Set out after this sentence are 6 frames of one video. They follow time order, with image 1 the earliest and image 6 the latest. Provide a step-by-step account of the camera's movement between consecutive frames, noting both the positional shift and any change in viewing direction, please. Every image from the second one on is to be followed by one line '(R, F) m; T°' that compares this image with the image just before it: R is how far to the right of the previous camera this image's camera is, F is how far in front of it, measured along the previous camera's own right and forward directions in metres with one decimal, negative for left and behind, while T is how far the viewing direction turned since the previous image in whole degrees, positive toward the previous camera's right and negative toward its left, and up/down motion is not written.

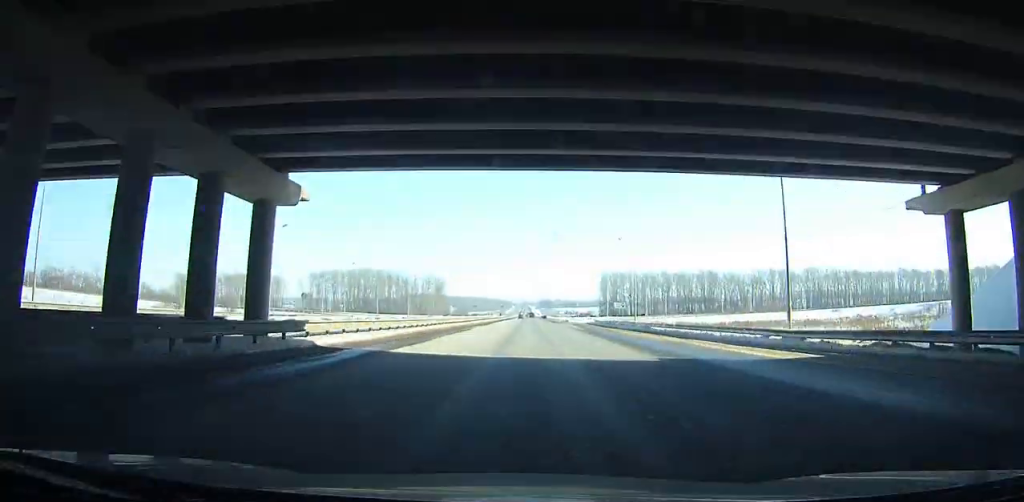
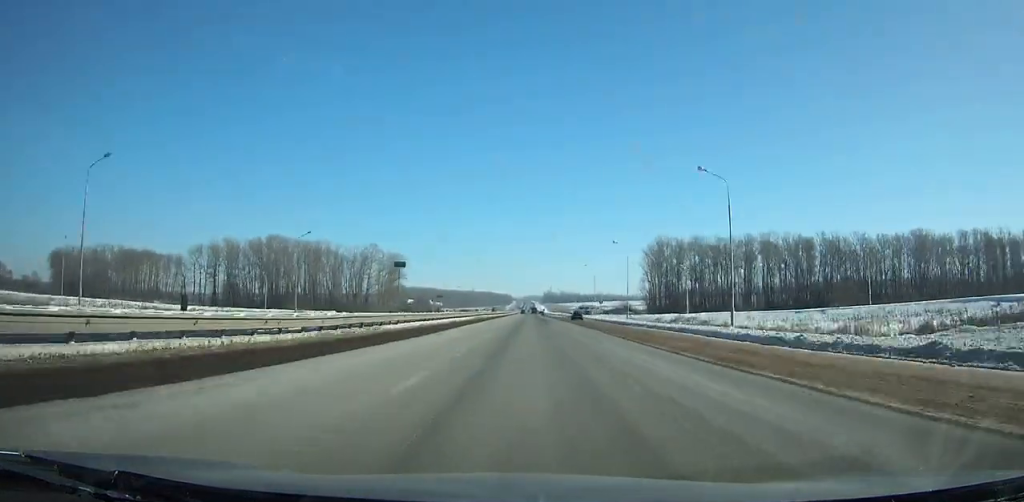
(-0.5, +150.7) m; 0°
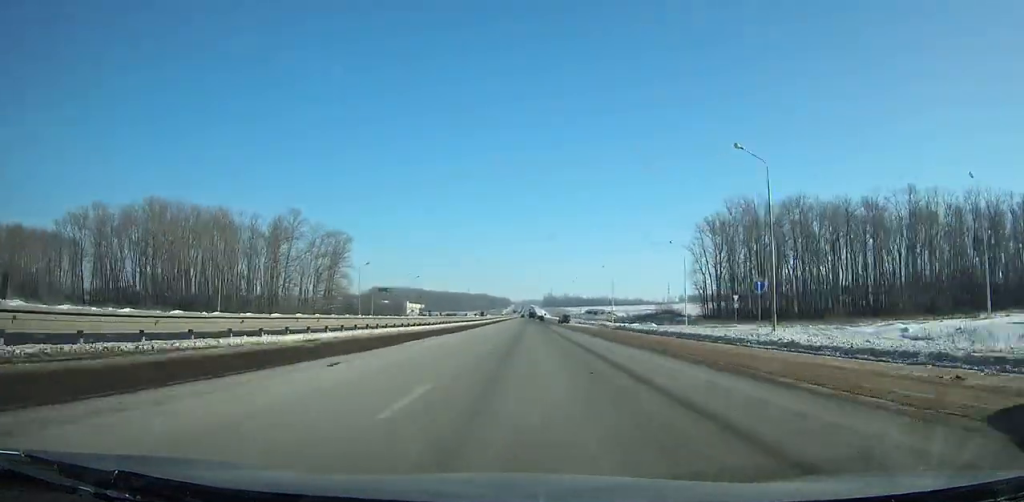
(+0.4, +85.5) m; +1°
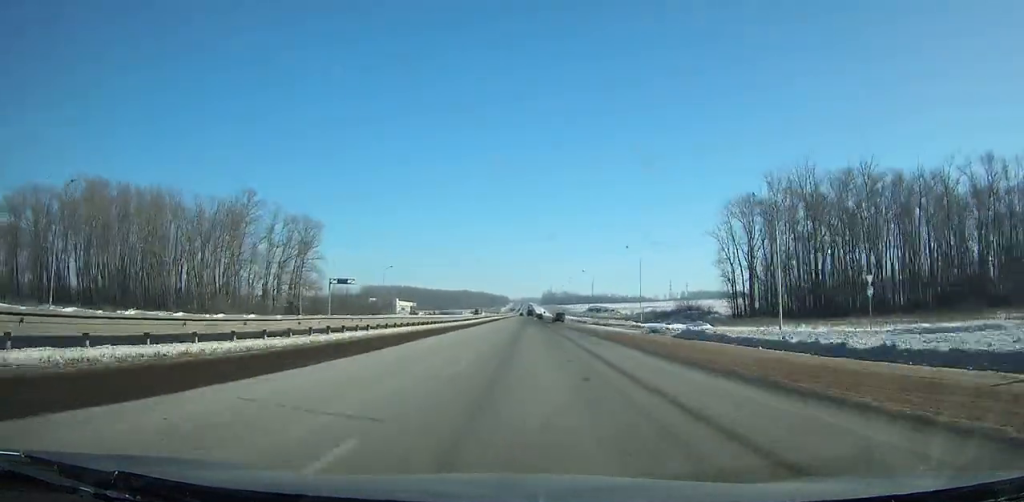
(+0.1, +28.0) m; 0°
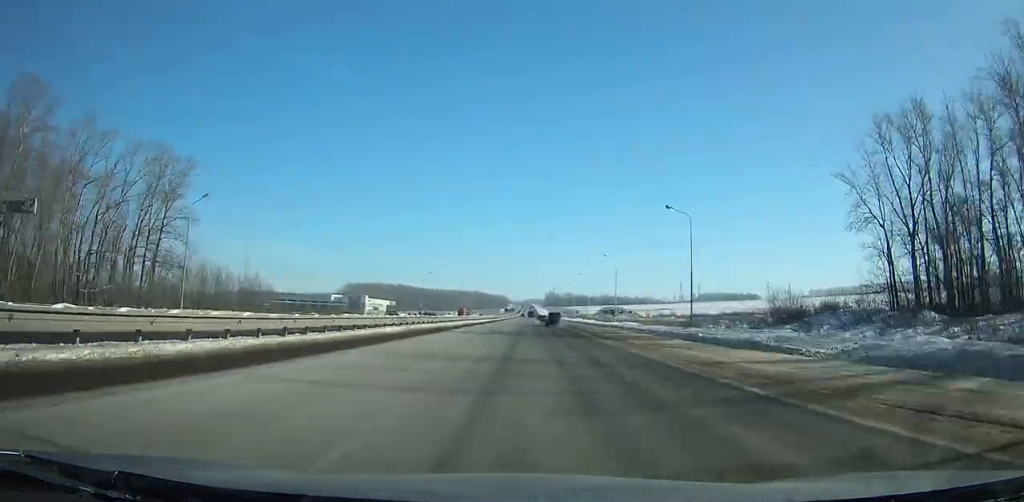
(+0.2, +72.7) m; 0°
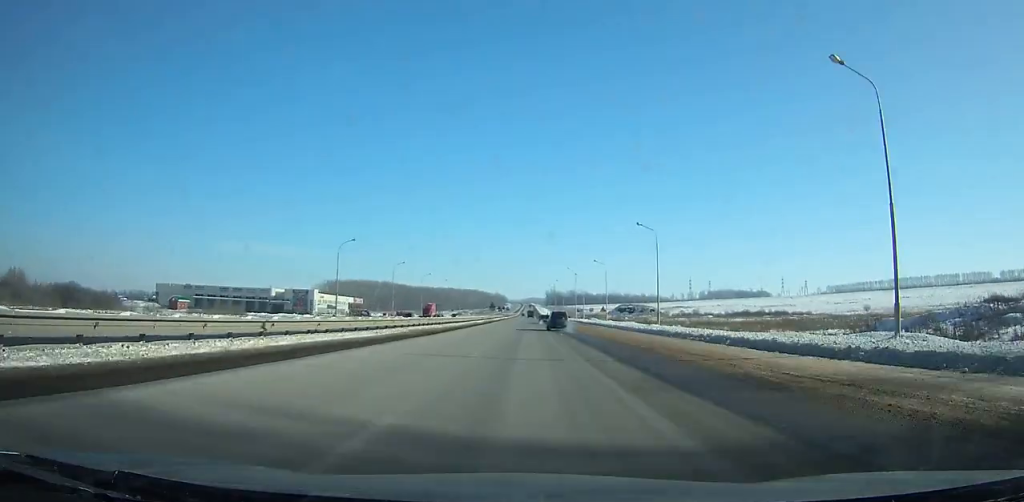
(-0.5, +70.8) m; -1°
